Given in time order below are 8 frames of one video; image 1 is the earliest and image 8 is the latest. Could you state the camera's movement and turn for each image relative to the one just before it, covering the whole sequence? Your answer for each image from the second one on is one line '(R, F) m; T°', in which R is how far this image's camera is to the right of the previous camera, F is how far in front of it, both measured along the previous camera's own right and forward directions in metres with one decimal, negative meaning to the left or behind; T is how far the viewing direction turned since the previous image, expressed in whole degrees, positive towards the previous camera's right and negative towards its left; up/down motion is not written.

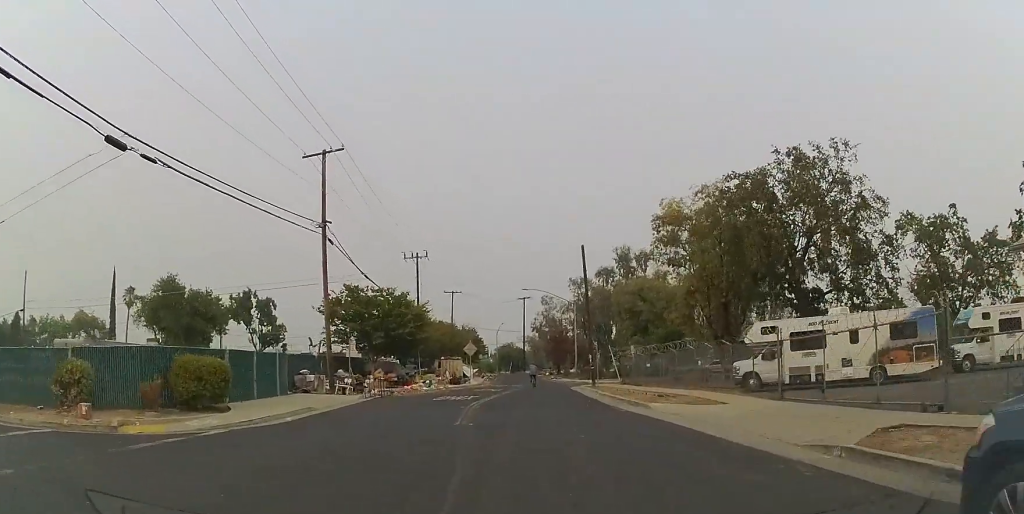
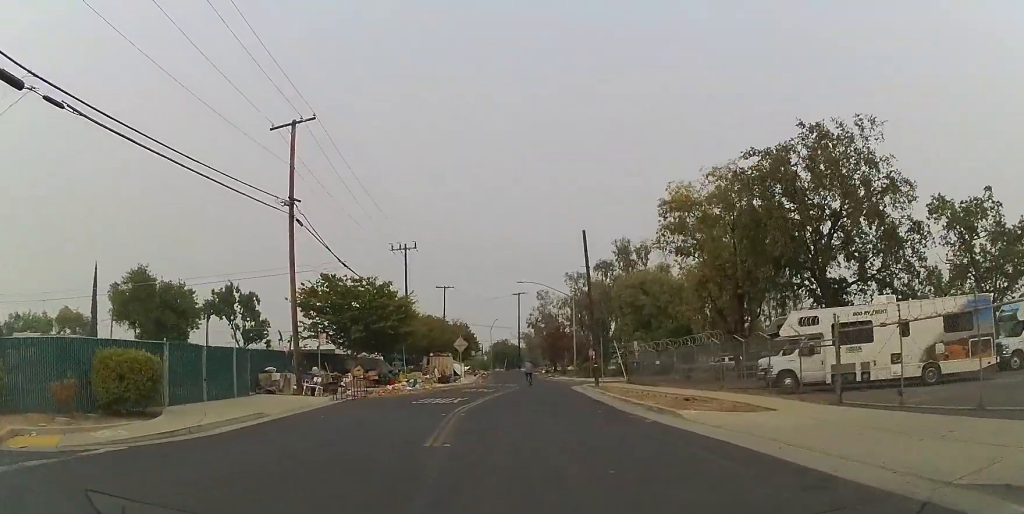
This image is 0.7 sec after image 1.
(0.0, +3.7) m; 0°
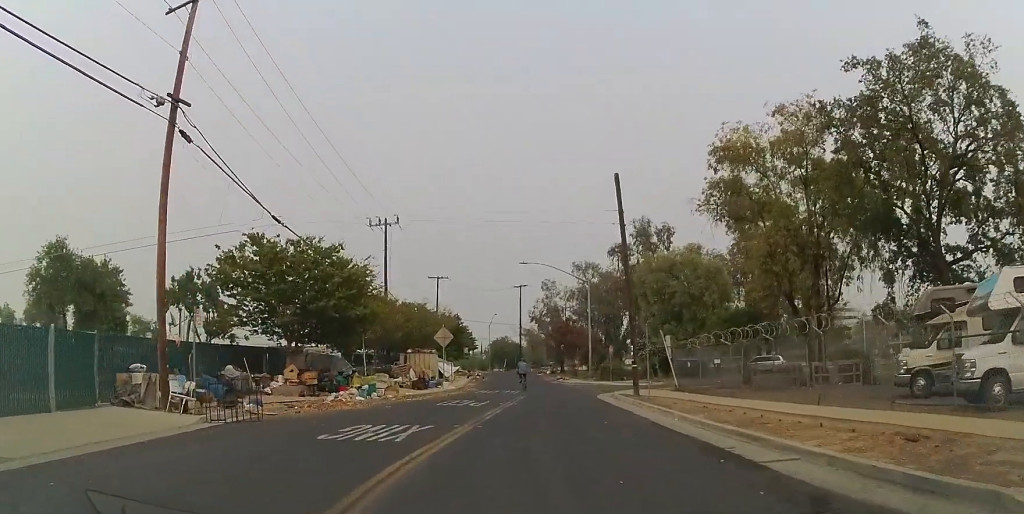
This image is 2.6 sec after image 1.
(0.0, +10.2) m; +5°
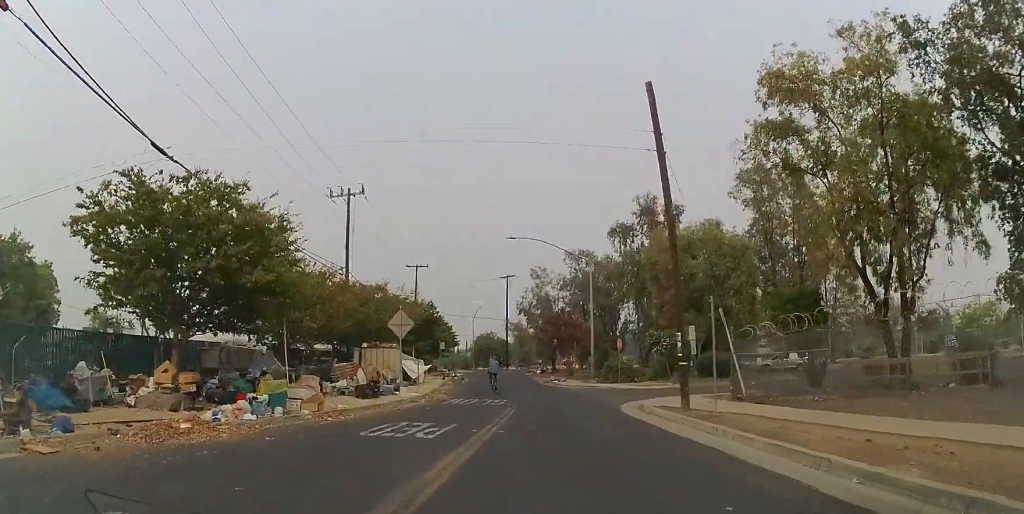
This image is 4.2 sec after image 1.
(+0.3, +8.3) m; -2°
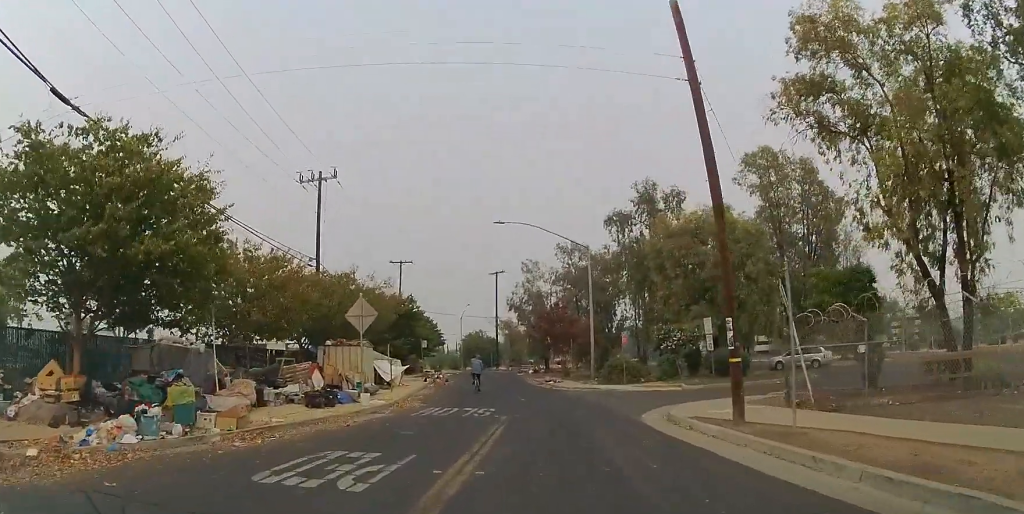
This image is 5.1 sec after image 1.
(-0.2, +4.3) m; -3°
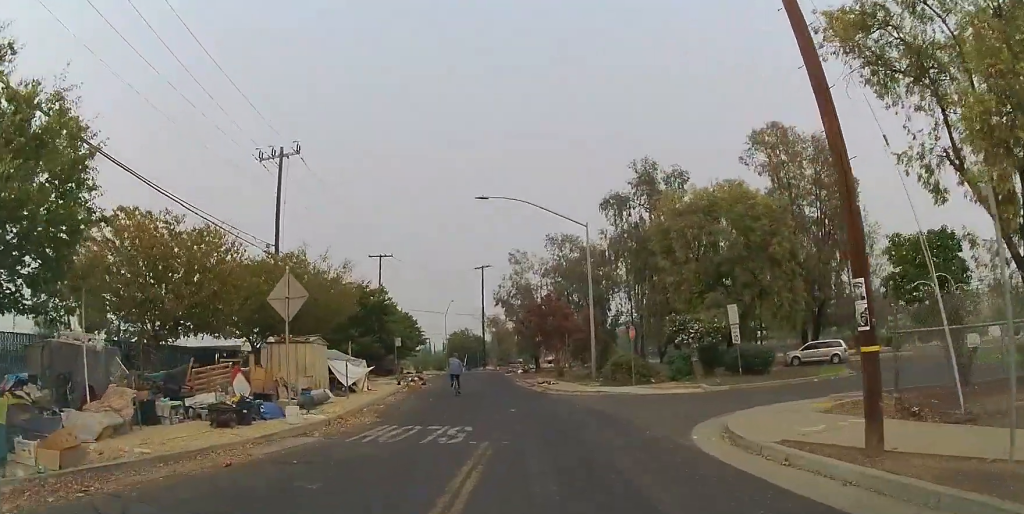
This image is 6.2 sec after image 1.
(0.0, +4.8) m; +3°
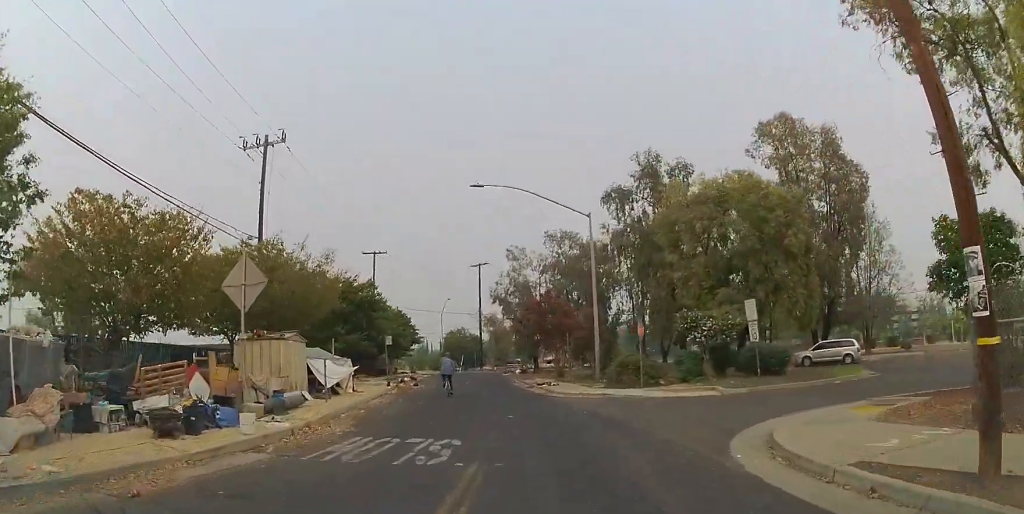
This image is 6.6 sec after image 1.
(-0.1, +2.0) m; +3°
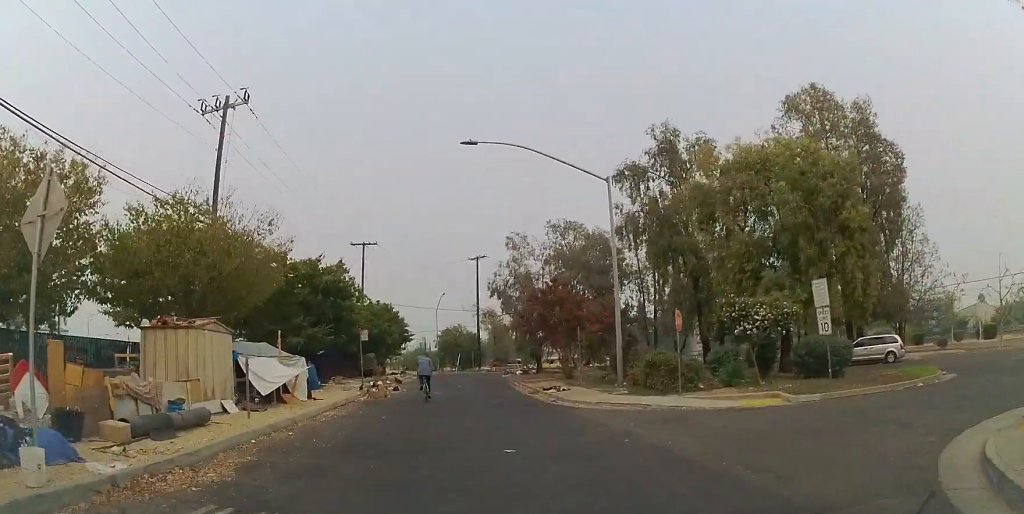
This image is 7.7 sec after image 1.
(+0.5, +5.3) m; 0°
